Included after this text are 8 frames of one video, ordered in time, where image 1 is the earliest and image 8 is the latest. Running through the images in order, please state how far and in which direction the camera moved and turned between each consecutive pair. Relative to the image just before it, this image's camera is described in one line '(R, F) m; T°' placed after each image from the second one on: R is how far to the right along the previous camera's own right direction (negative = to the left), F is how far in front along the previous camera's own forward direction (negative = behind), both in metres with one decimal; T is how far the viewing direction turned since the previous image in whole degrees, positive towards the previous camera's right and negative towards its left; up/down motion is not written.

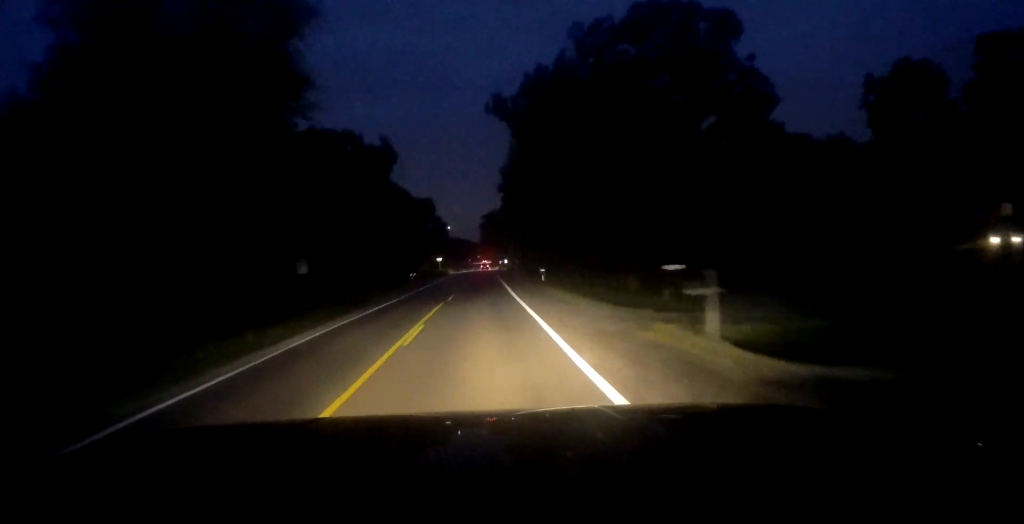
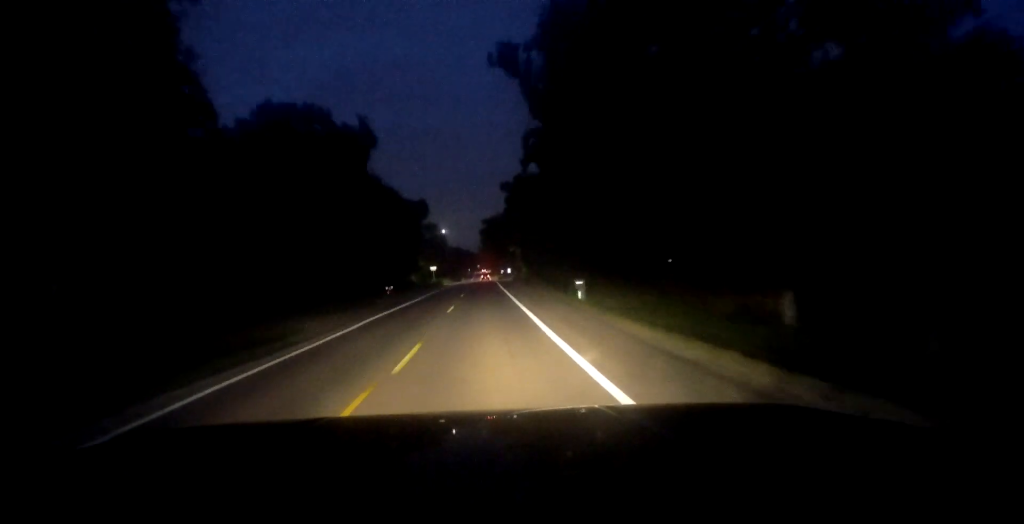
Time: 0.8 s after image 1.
(-0.1, +16.2) m; -1°
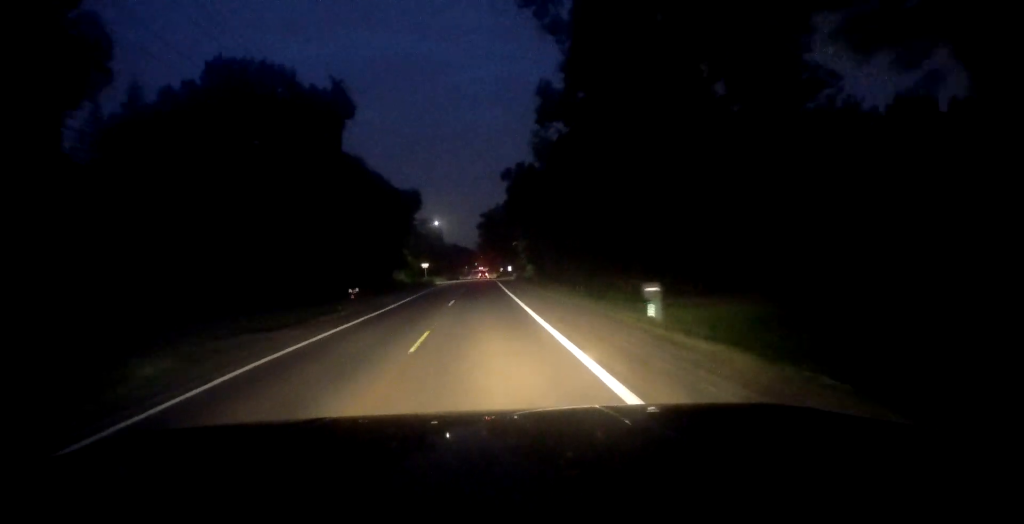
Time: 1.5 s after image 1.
(-0.1, +13.7) m; 0°
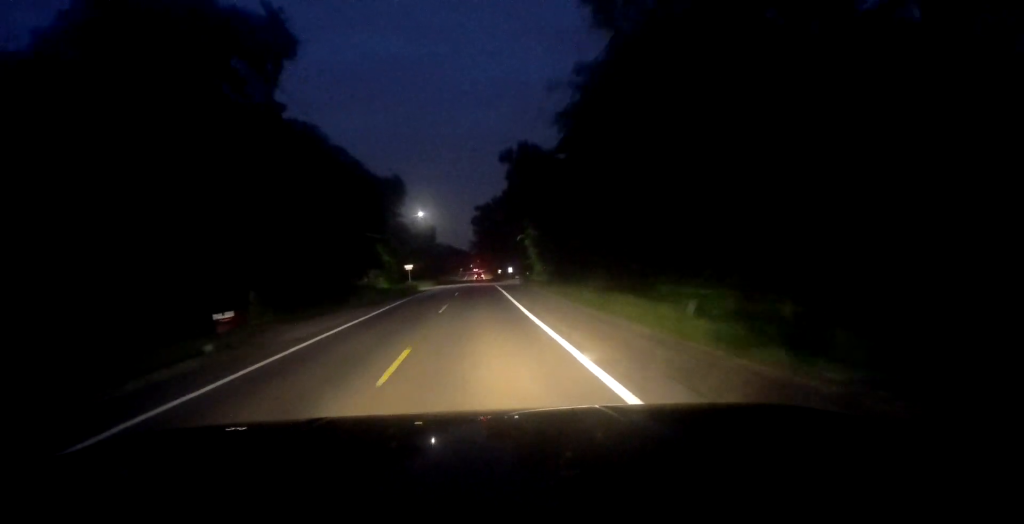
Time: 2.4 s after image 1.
(0.0, +17.8) m; +1°
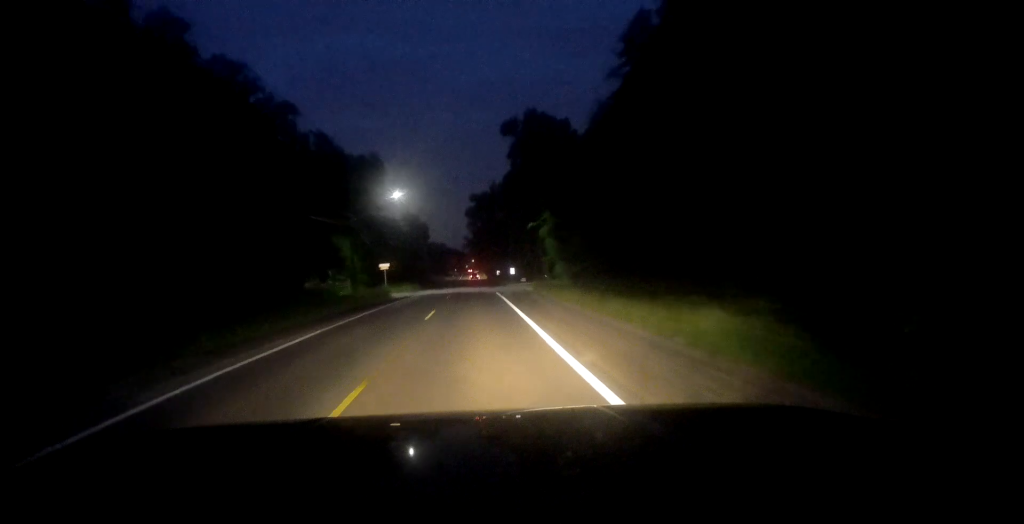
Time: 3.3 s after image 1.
(+0.2, +18.0) m; +1°
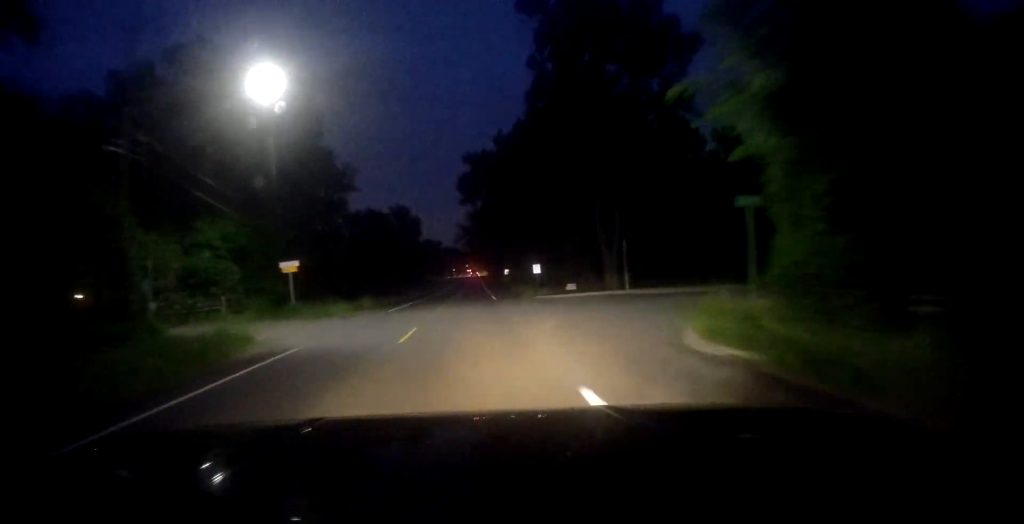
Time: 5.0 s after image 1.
(0.0, +37.2) m; 0°
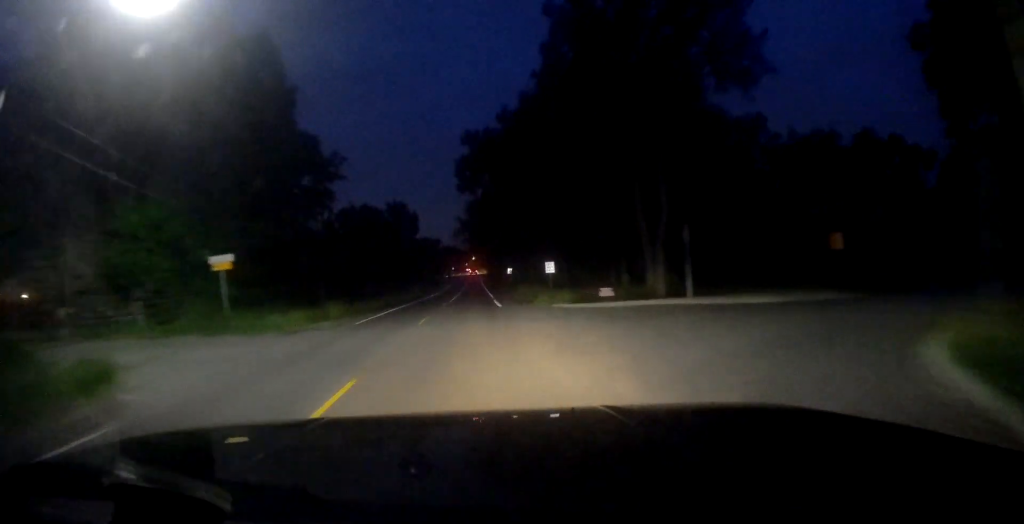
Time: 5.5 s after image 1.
(-0.1, +11.1) m; 0°
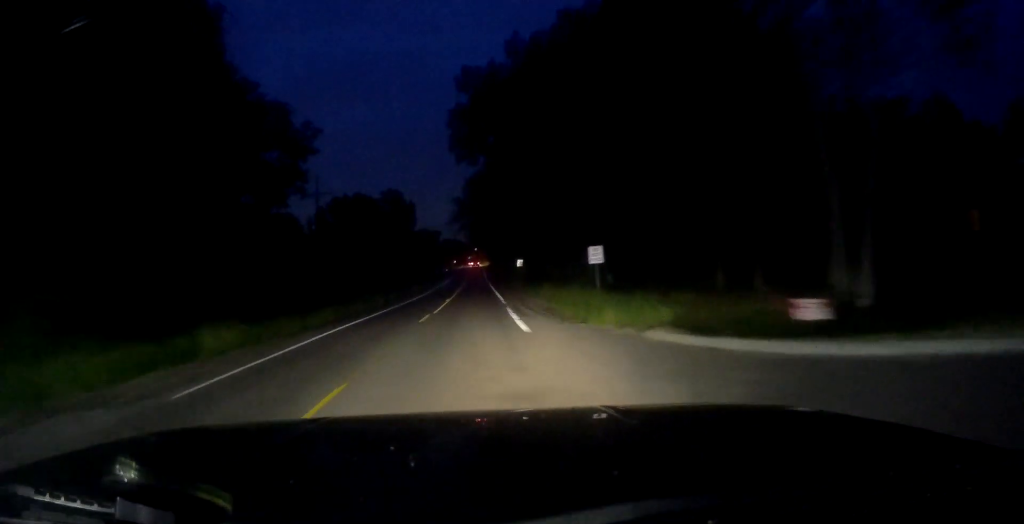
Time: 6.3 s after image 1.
(+0.1, +17.2) m; 0°
